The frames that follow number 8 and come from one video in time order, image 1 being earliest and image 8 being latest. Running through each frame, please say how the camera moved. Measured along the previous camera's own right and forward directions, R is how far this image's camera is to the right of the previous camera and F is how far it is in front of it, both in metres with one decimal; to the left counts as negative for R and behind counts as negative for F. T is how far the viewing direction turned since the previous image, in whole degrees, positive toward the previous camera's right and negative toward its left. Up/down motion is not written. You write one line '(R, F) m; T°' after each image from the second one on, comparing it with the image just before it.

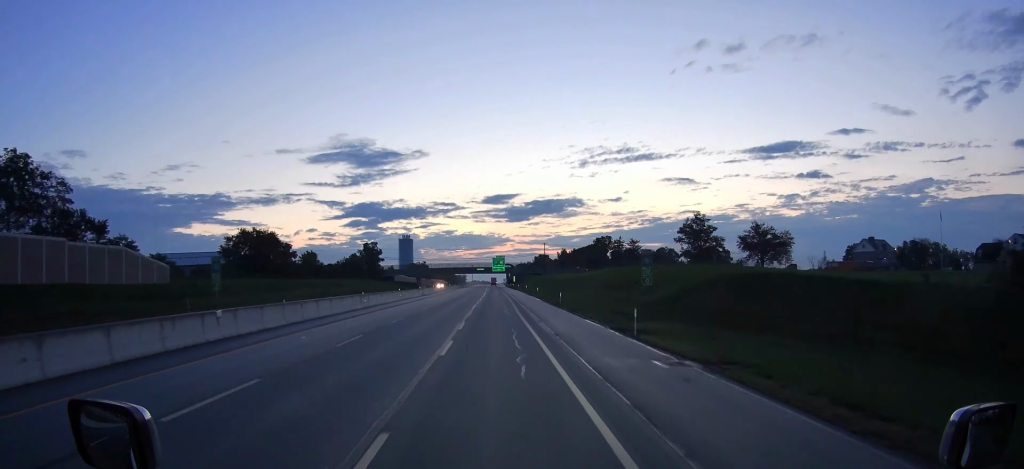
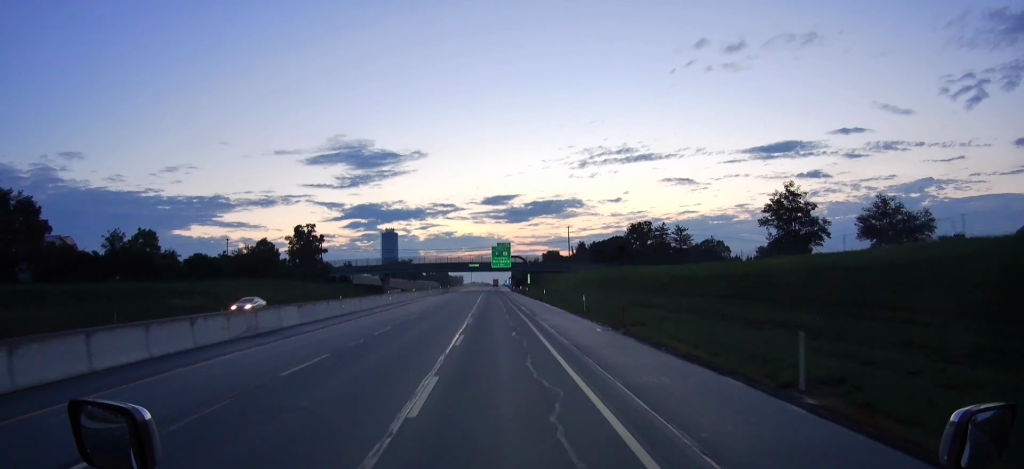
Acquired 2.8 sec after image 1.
(-0.3, +78.5) m; 0°
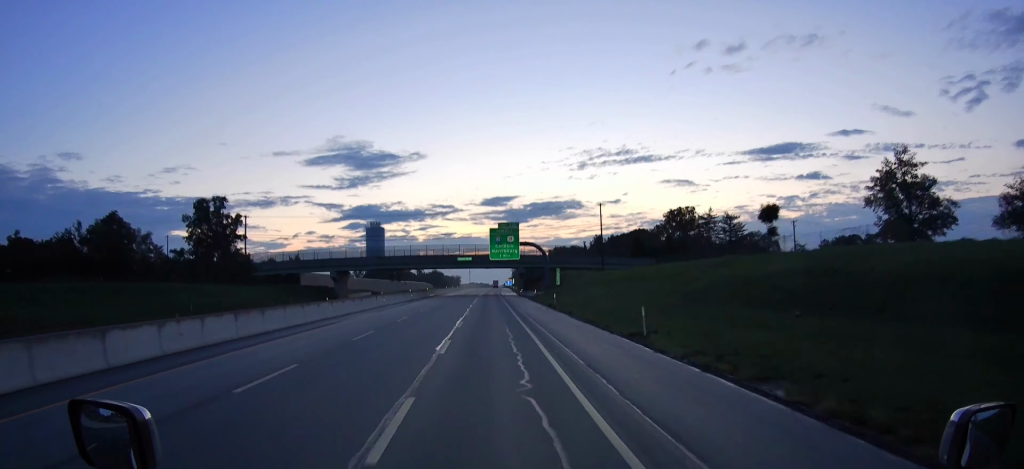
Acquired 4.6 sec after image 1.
(+0.2, +50.4) m; 0°
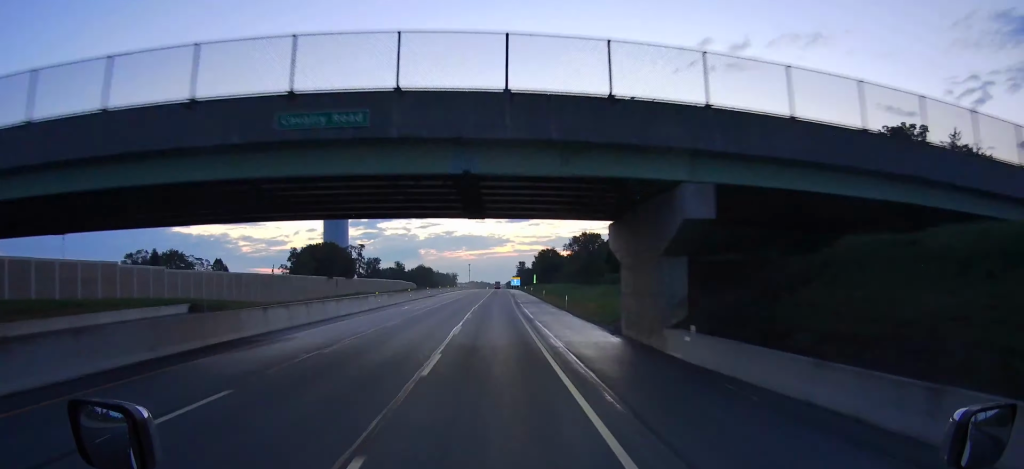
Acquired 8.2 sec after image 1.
(-0.5, +100.4) m; 0°
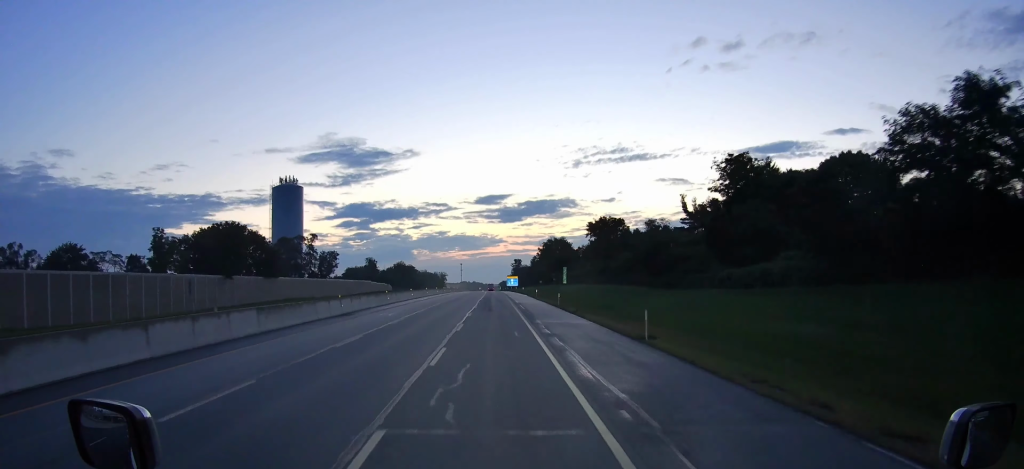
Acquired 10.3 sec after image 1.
(+0.4, +58.1) m; +1°
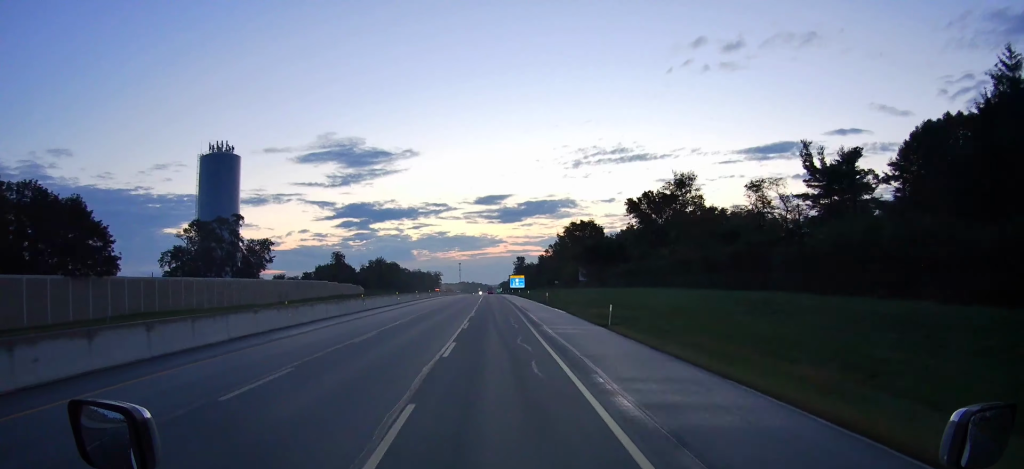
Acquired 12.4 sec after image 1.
(+0.4, +57.8) m; 0°
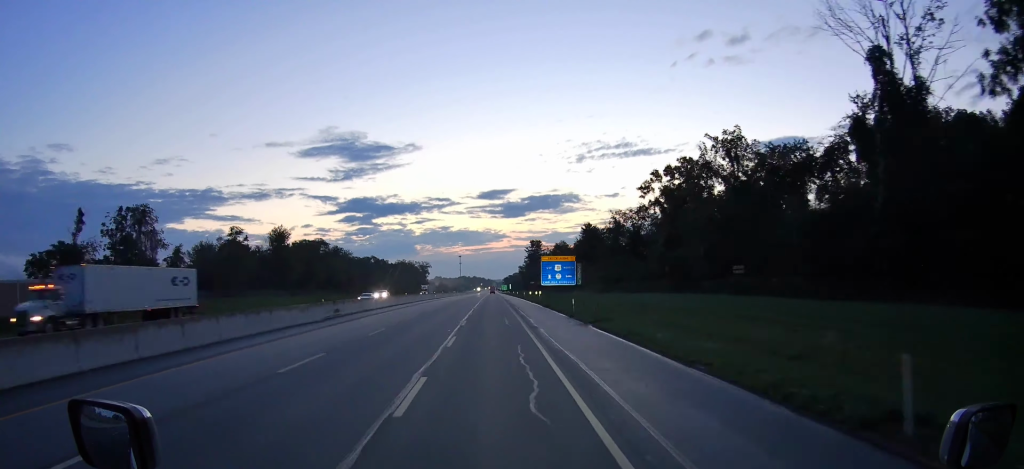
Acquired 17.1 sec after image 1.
(-0.2, +128.9) m; -1°
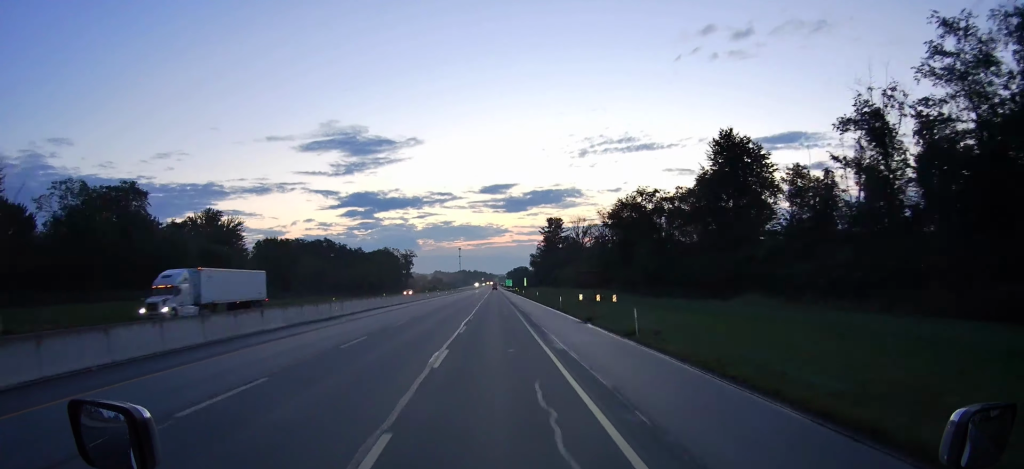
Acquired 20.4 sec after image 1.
(-0.4, +90.8) m; 0°
